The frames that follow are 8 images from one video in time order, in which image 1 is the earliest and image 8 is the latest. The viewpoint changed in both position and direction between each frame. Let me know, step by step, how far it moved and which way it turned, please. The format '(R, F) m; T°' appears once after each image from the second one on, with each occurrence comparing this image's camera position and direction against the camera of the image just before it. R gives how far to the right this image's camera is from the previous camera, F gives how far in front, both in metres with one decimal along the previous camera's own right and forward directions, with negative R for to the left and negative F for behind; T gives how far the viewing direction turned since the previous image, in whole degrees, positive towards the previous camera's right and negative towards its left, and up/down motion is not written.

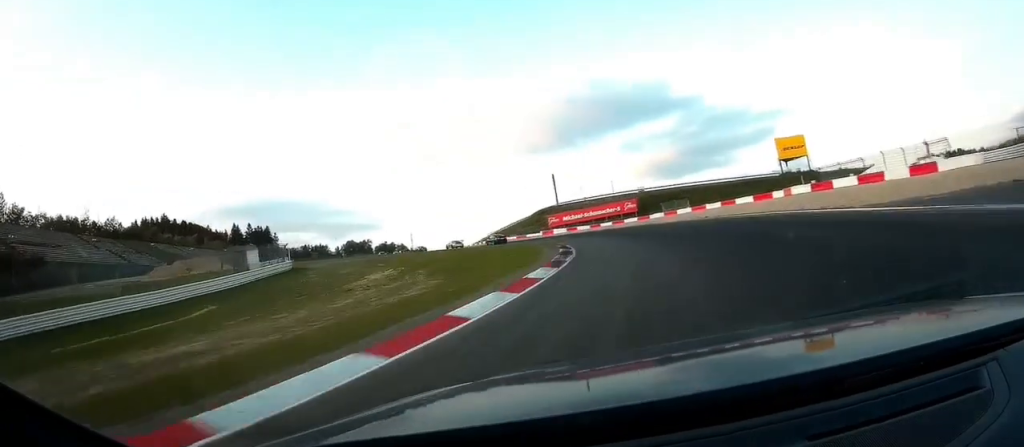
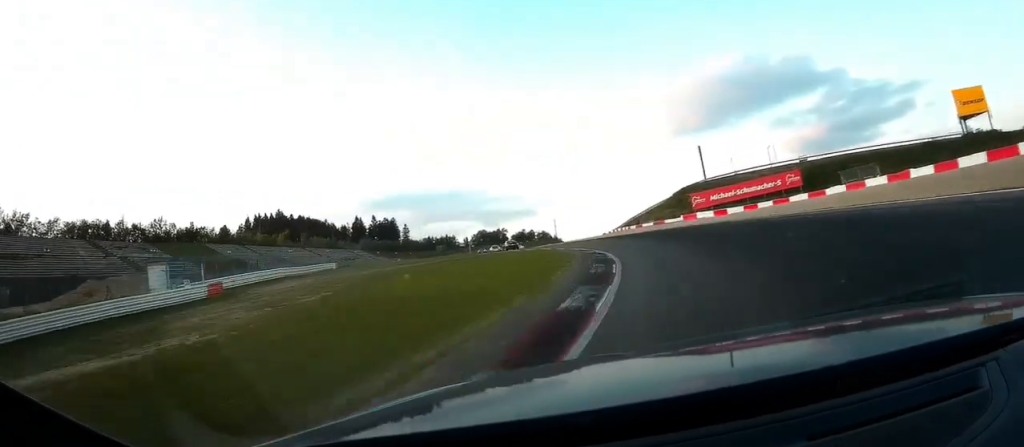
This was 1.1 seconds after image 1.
(-7.4, +33.8) m; -18°
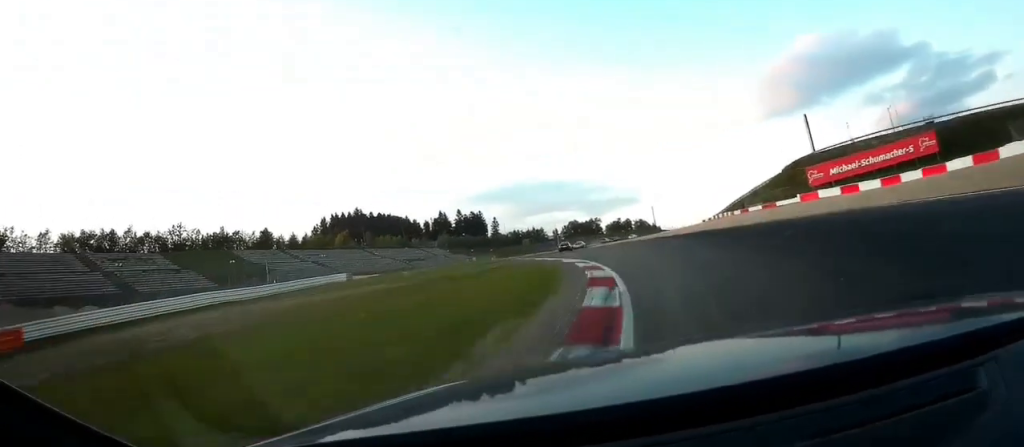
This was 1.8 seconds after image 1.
(-1.3, +24.9) m; -9°
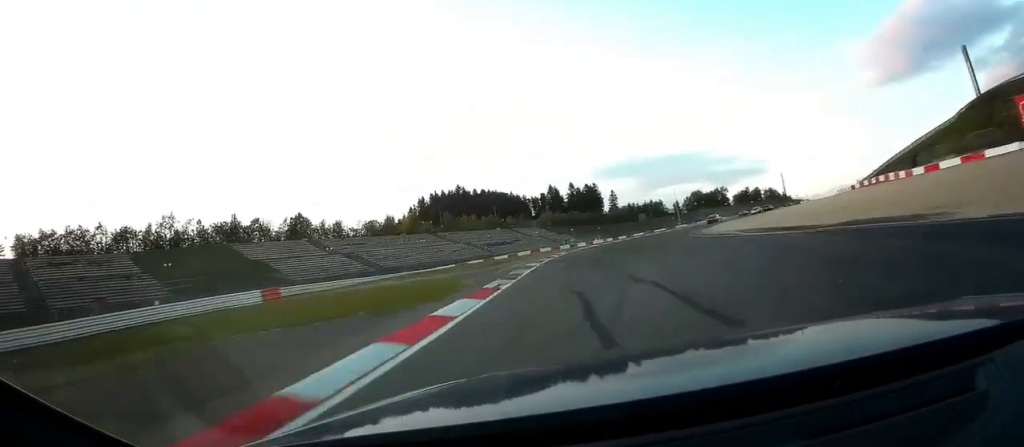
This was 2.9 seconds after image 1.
(-4.1, +35.8) m; -7°
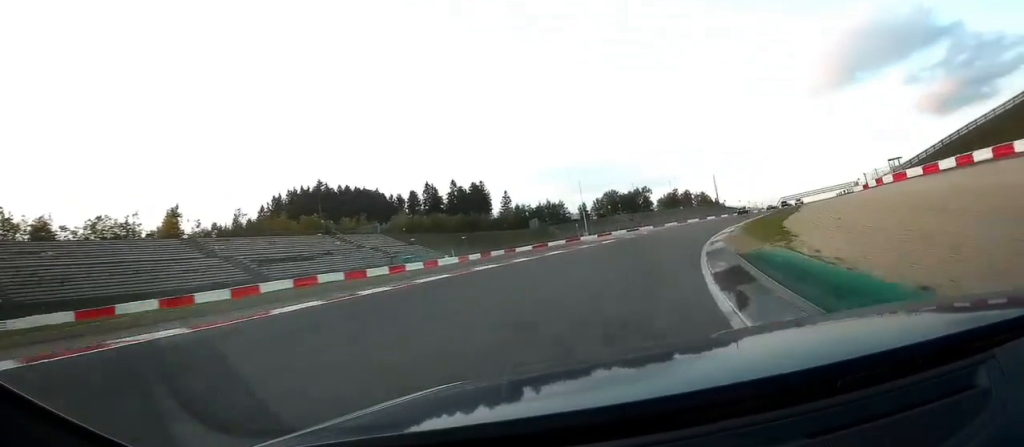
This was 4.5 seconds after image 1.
(+2.5, +58.1) m; +9°
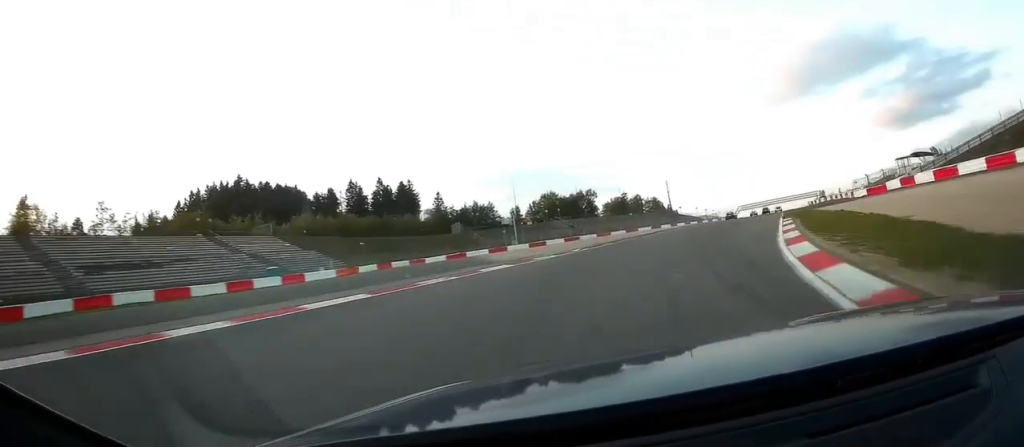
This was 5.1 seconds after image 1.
(+1.0, +23.6) m; +5°
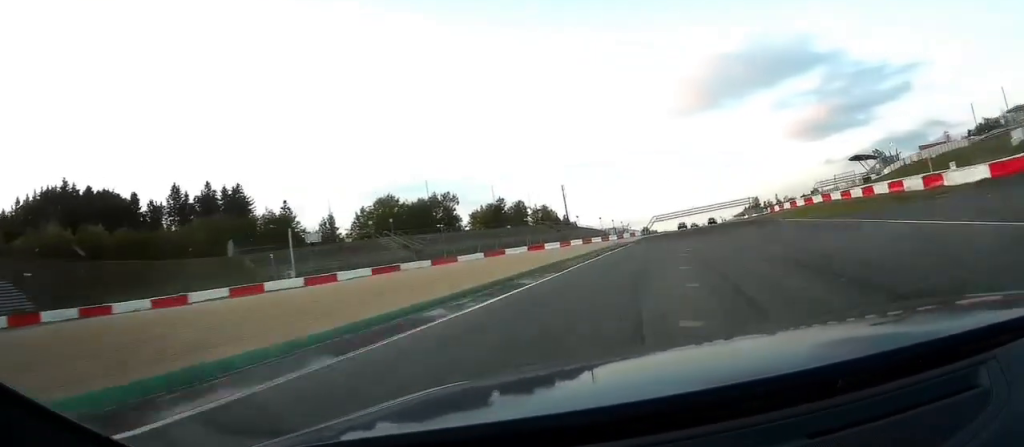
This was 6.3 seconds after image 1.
(+4.6, +53.4) m; +8°
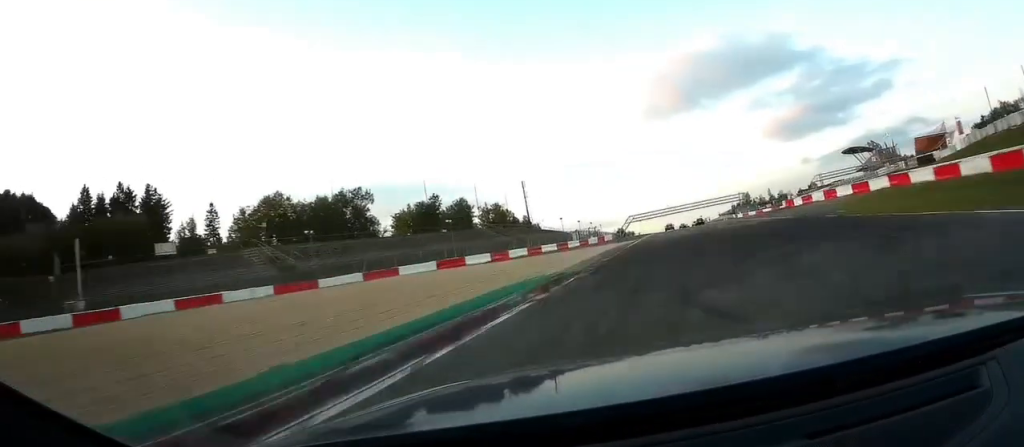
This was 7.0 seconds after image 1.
(+0.9, +33.6) m; +3°
